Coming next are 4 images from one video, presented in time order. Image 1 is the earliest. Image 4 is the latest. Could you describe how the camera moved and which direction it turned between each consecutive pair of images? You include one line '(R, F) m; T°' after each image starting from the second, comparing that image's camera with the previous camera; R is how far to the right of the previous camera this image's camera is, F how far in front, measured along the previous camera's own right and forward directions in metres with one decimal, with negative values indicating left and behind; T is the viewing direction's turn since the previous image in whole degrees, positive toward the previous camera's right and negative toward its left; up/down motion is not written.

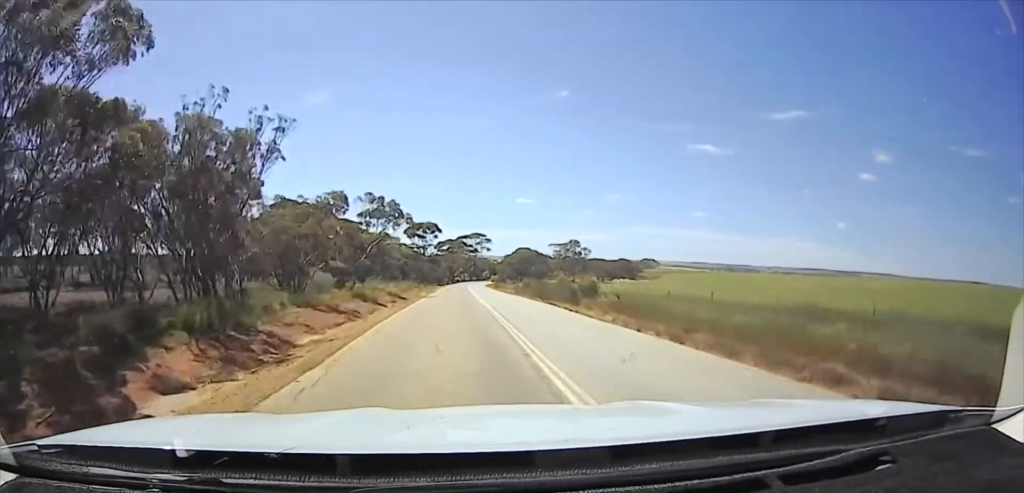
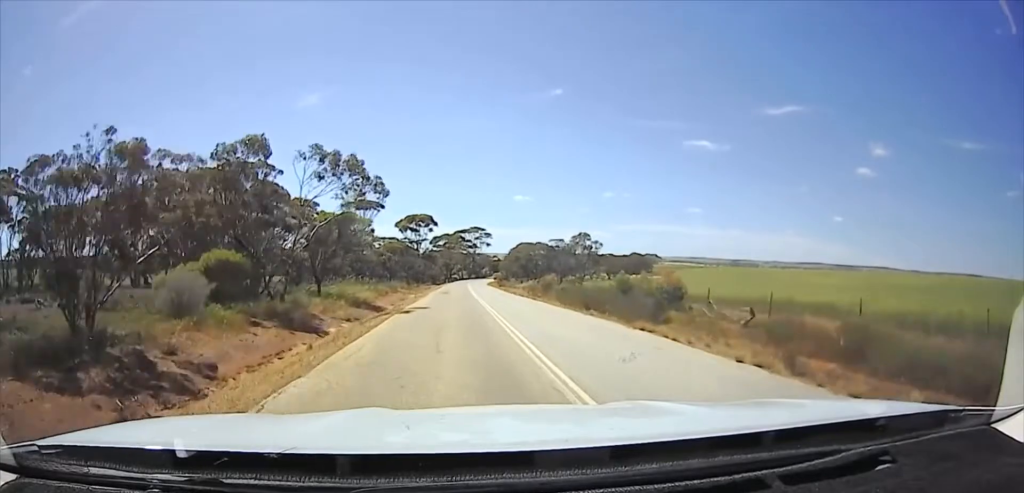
(0.0, +11.1) m; 0°
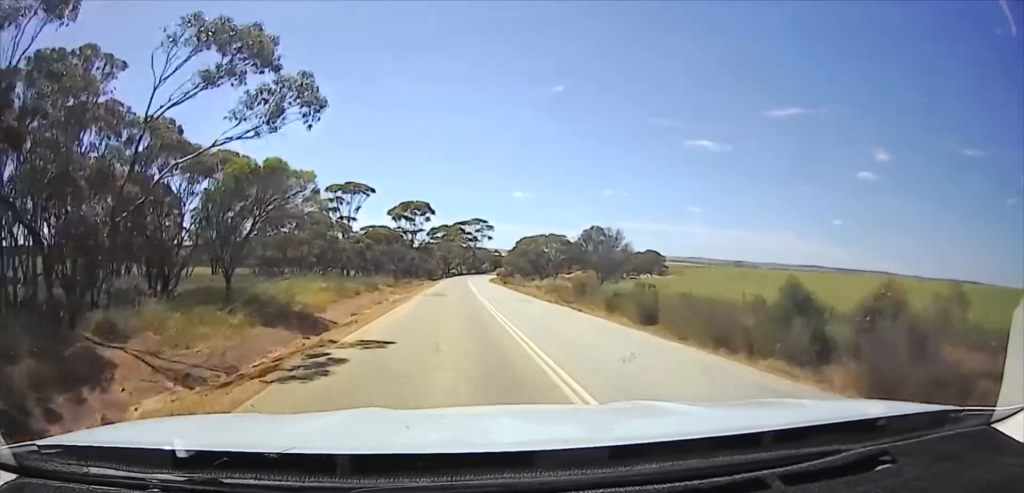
(0.0, +9.7) m; 0°
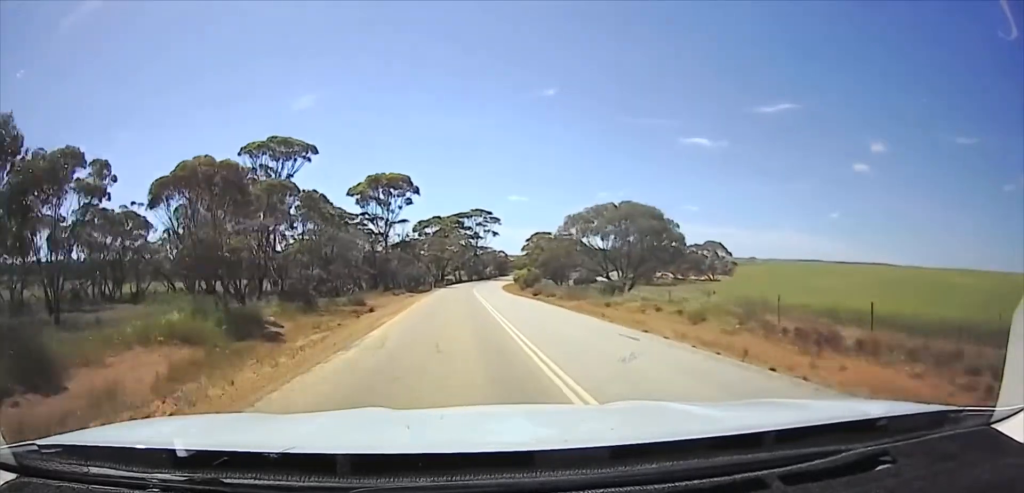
(-0.3, +27.9) m; -2°
